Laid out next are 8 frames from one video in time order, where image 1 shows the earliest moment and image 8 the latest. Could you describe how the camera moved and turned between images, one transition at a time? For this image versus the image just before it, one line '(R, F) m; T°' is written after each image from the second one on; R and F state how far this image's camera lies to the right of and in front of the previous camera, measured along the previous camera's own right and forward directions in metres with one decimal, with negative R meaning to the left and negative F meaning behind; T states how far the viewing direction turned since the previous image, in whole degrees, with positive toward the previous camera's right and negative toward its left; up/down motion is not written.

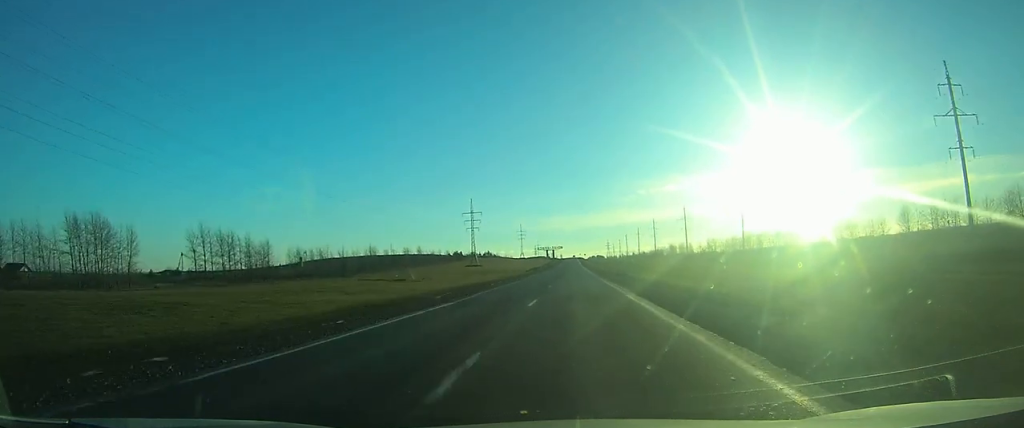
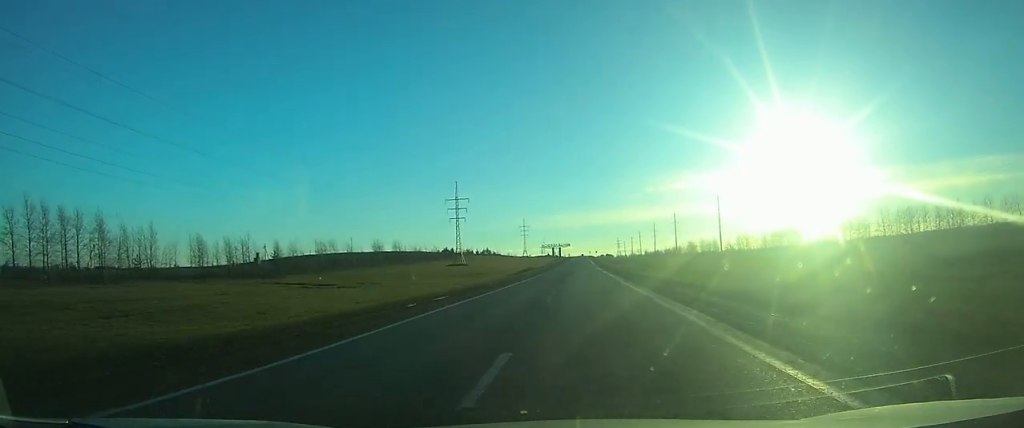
(+0.2, +46.9) m; 0°
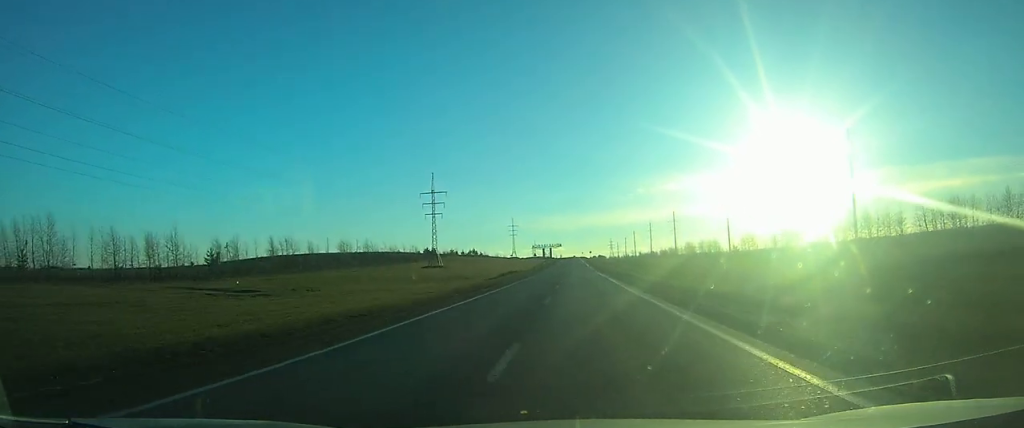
(0.0, +21.7) m; 0°
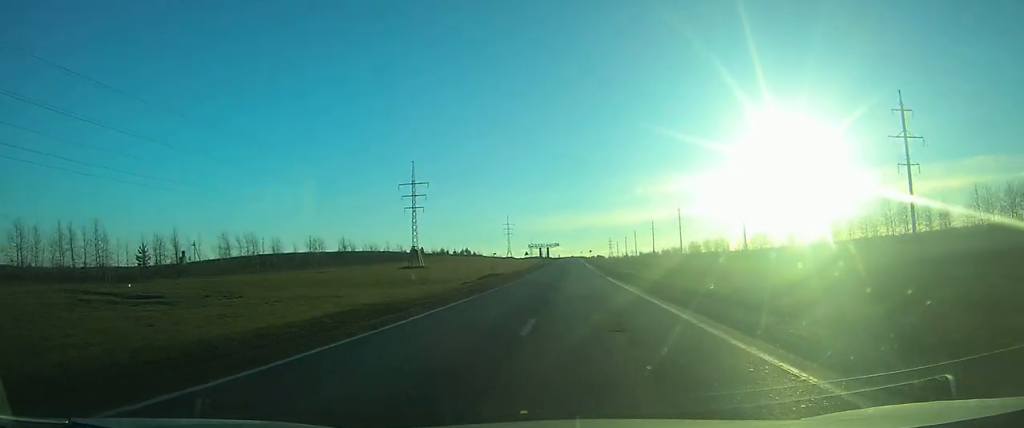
(0.0, +19.1) m; 0°
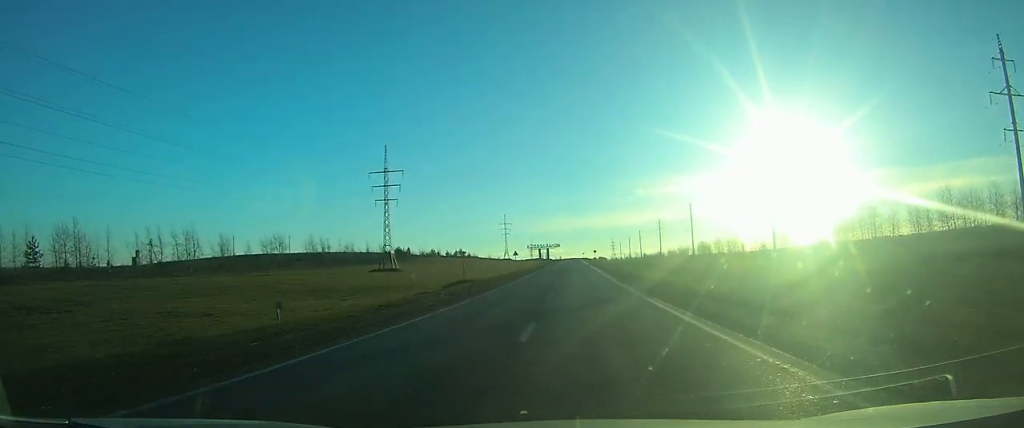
(-0.1, +23.4) m; 0°
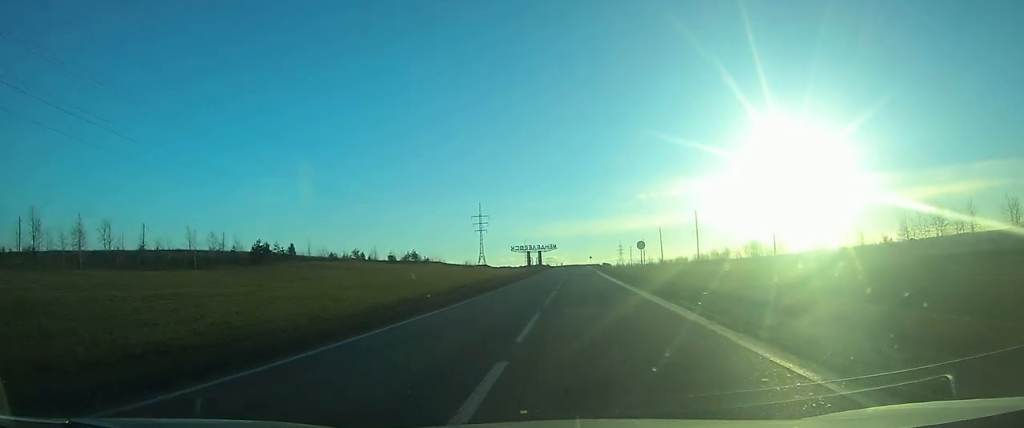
(-0.1, +106.0) m; 0°
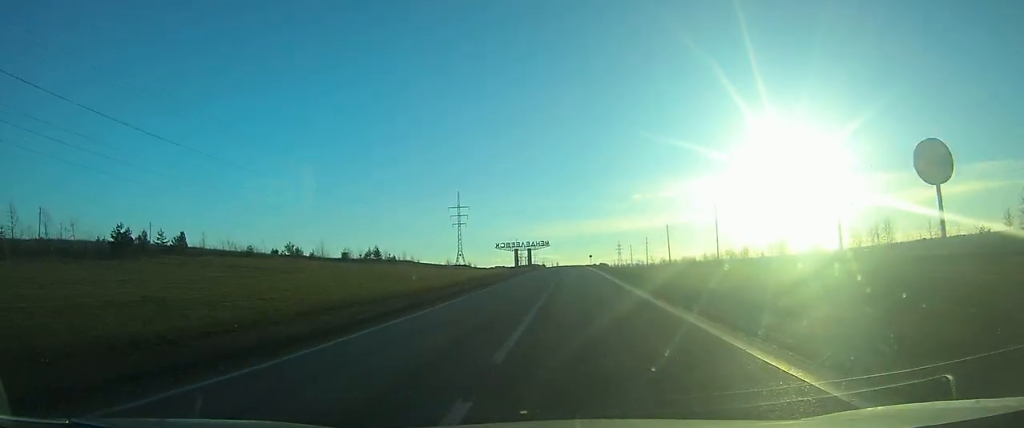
(+0.3, +41.2) m; 0°
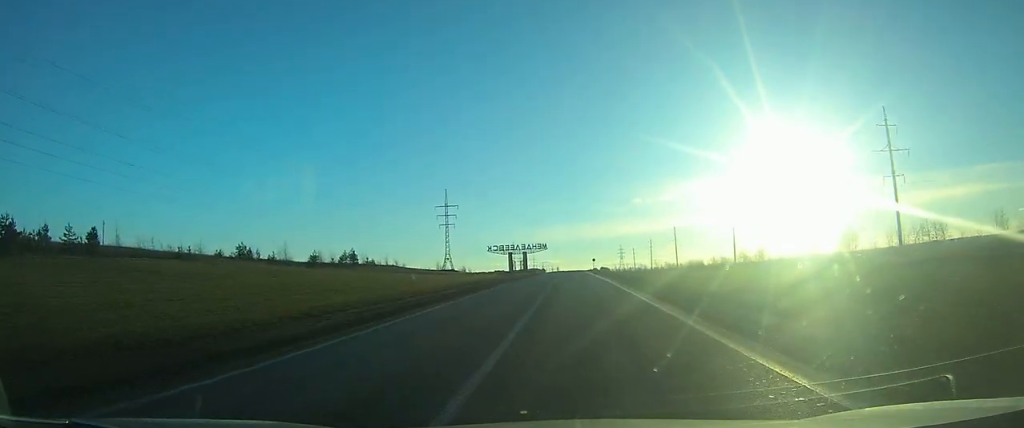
(+0.1, +21.3) m; 0°
